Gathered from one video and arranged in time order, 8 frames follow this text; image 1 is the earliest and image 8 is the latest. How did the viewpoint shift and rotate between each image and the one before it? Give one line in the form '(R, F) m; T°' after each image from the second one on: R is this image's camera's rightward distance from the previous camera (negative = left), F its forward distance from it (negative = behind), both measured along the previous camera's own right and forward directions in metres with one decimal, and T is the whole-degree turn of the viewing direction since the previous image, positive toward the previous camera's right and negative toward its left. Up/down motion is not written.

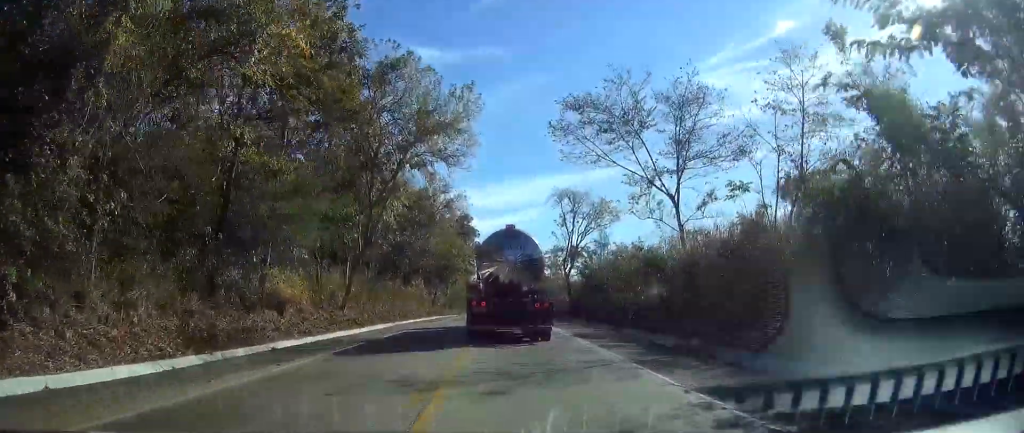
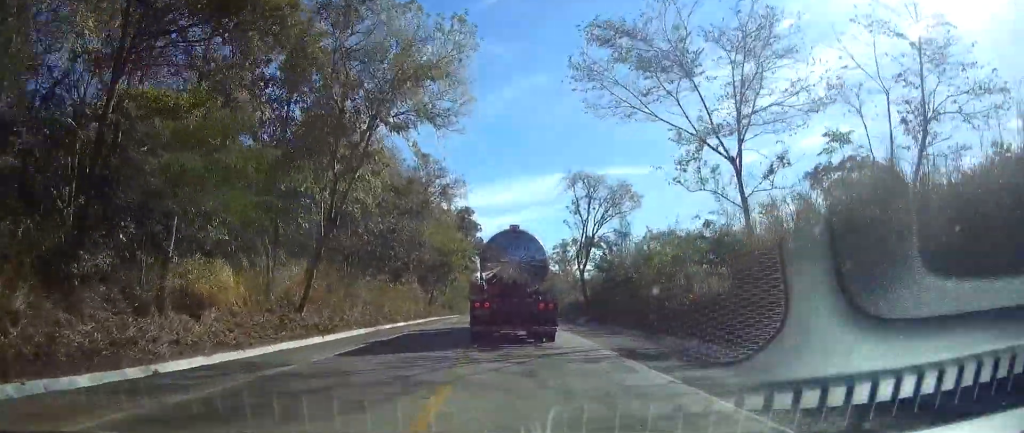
(0.0, +9.4) m; 0°
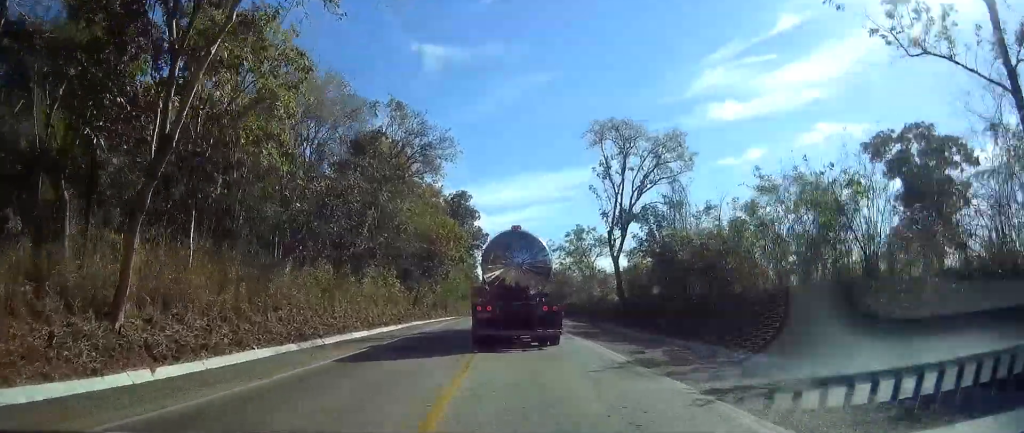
(-0.1, +15.9) m; 0°
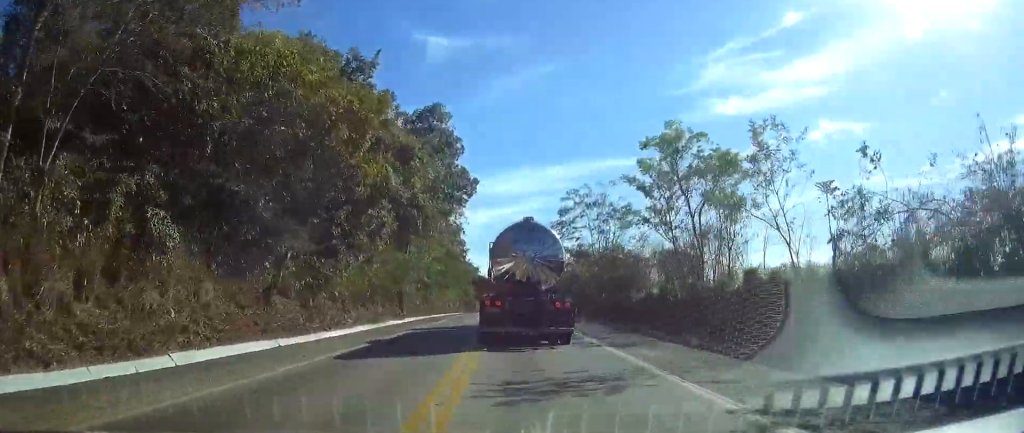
(0.0, +43.3) m; 0°
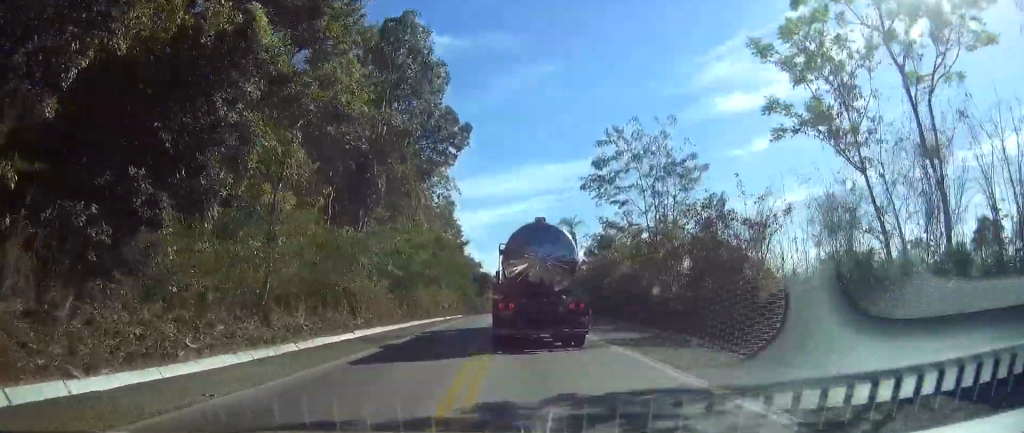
(0.0, +20.6) m; 0°
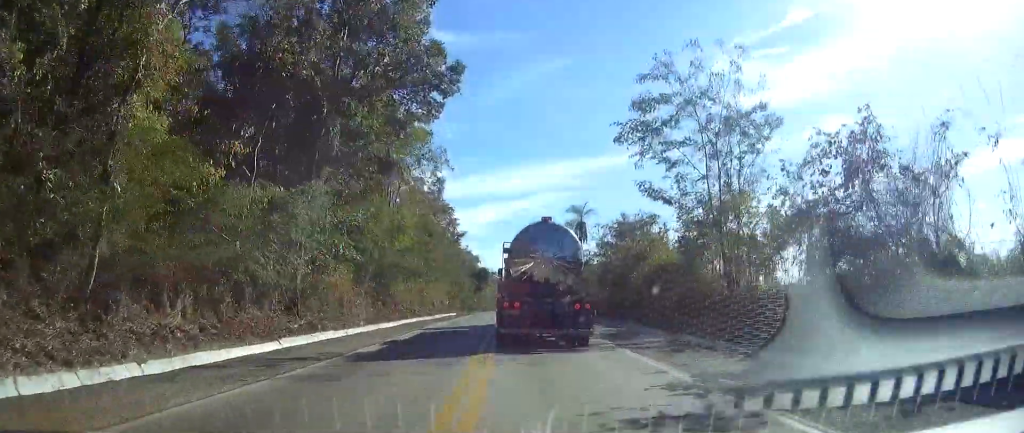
(+0.1, +11.5) m; 0°
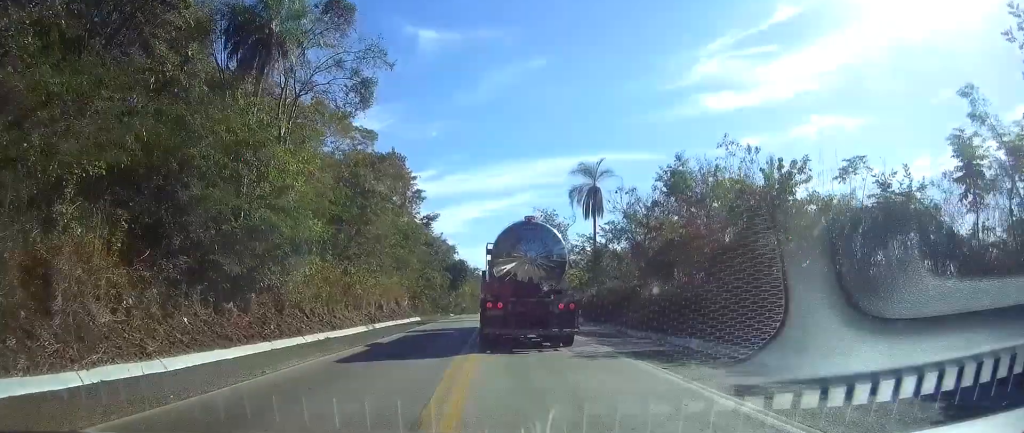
(+0.1, +25.4) m; 0°
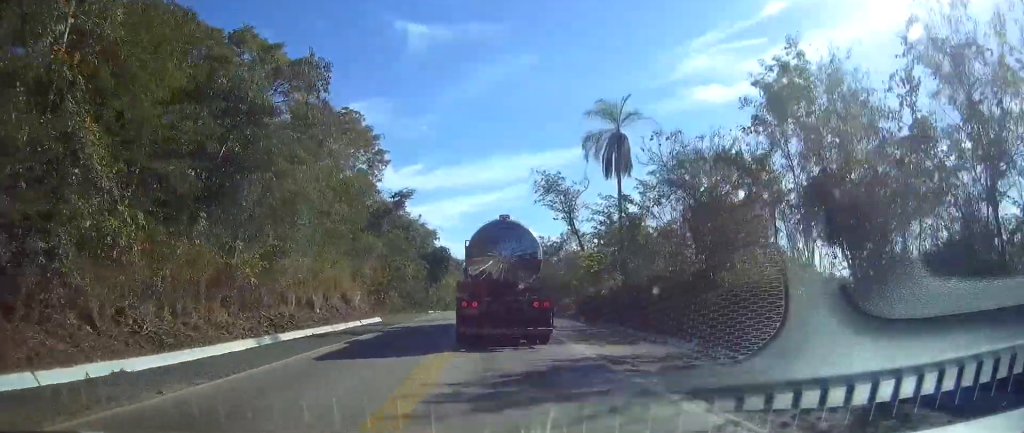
(0.0, +17.1) m; 0°
